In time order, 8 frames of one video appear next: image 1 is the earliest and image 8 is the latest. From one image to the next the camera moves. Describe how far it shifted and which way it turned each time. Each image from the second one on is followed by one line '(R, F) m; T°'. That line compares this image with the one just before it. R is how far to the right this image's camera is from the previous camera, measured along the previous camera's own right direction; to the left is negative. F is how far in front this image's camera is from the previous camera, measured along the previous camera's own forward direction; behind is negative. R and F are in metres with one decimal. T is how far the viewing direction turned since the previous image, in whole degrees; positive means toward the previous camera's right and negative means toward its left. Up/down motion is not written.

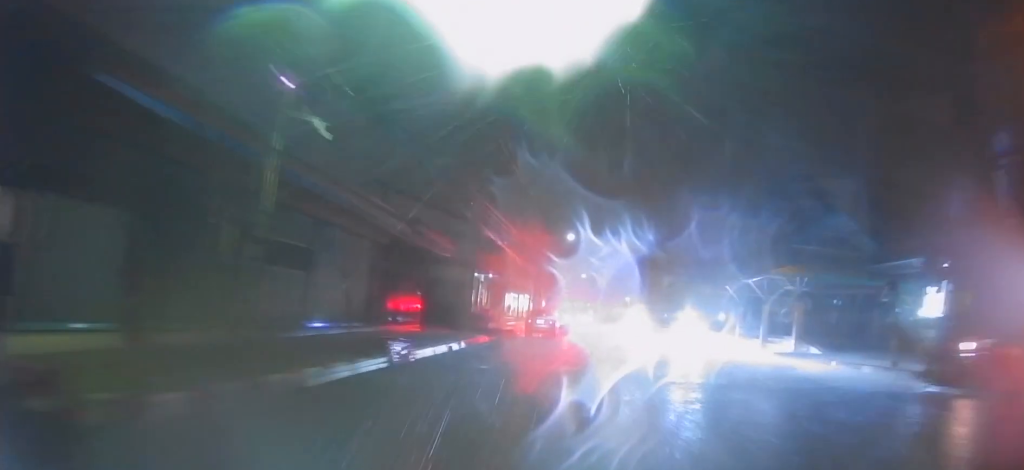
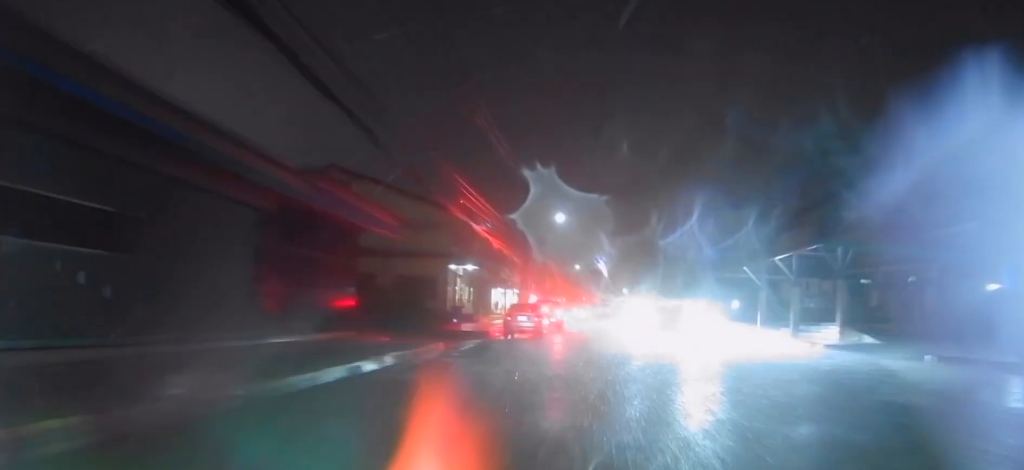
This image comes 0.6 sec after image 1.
(-0.1, +7.1) m; -1°
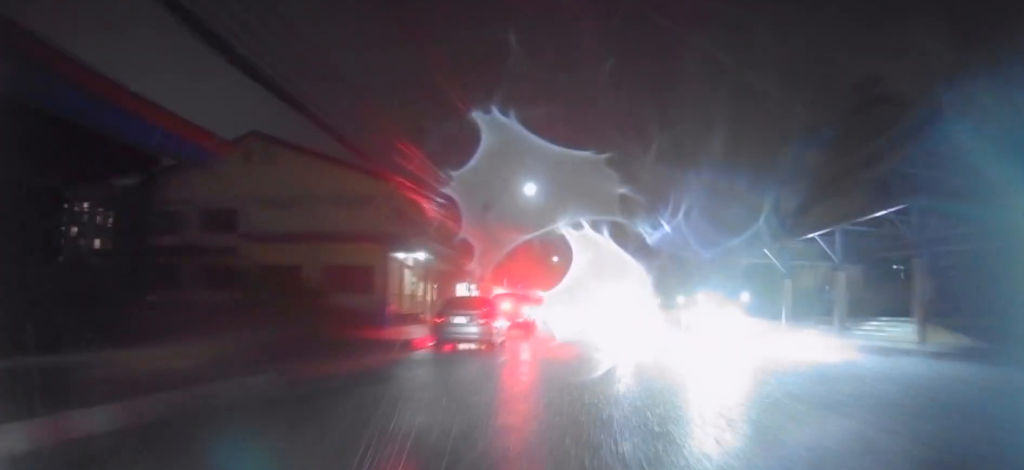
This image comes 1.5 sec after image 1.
(-0.1, +9.1) m; 0°
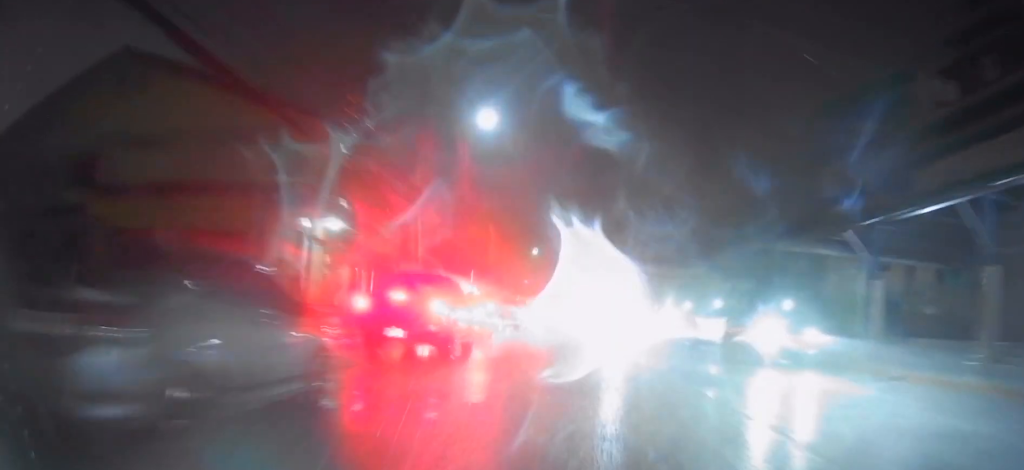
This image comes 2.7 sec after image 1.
(+0.2, +12.1) m; +4°
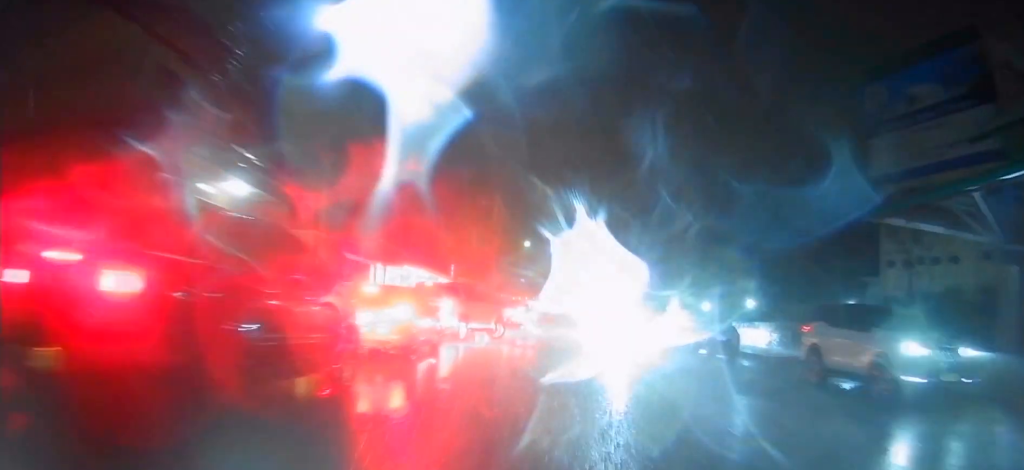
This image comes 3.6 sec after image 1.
(+0.3, +7.8) m; 0°
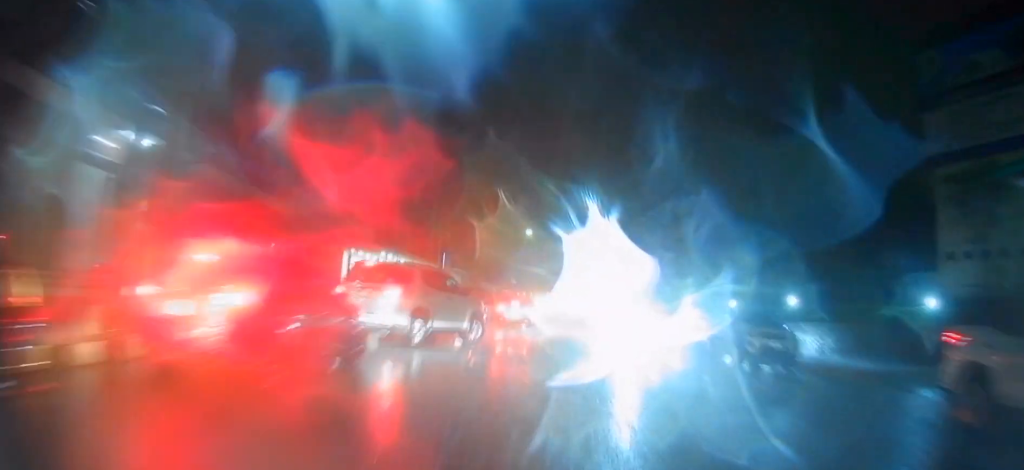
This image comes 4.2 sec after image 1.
(+0.2, +5.5) m; -2°
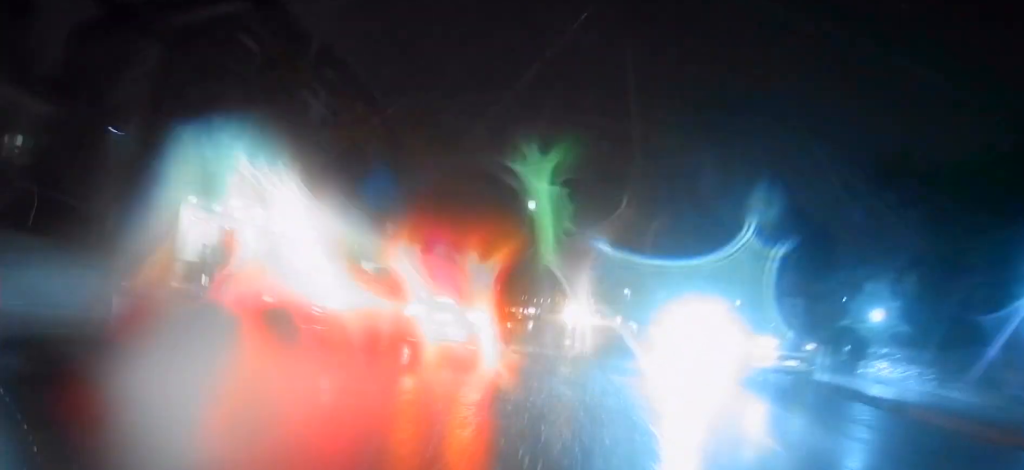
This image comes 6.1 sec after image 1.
(-0.4, +15.5) m; -2°
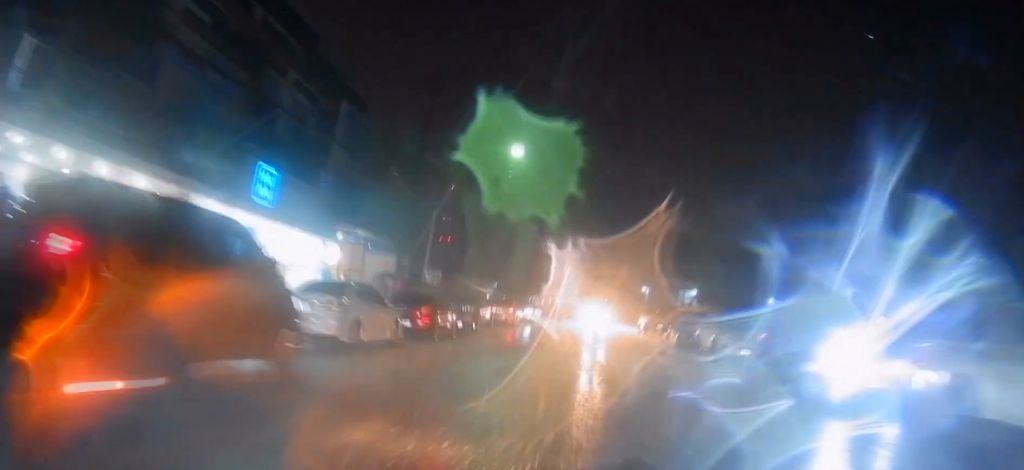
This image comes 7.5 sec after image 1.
(0.0, +11.5) m; +4°
